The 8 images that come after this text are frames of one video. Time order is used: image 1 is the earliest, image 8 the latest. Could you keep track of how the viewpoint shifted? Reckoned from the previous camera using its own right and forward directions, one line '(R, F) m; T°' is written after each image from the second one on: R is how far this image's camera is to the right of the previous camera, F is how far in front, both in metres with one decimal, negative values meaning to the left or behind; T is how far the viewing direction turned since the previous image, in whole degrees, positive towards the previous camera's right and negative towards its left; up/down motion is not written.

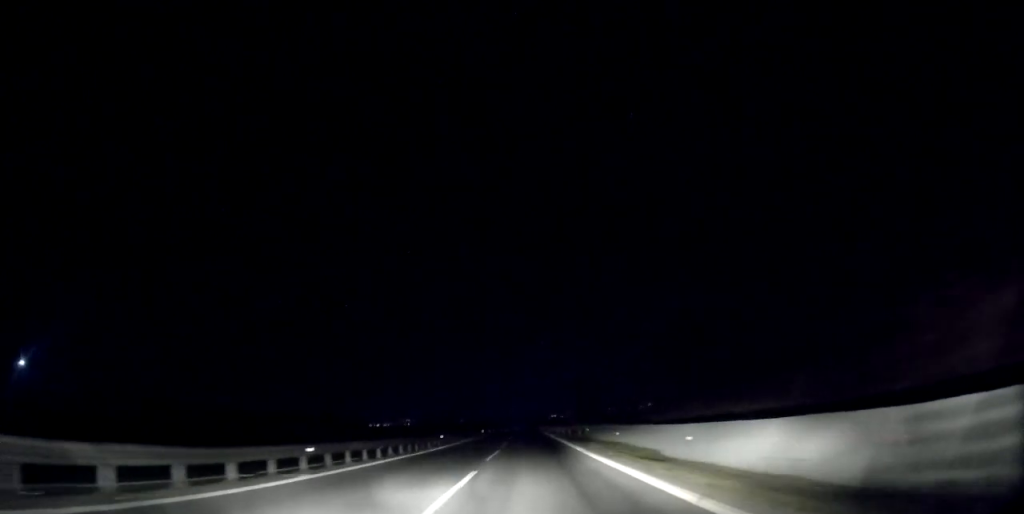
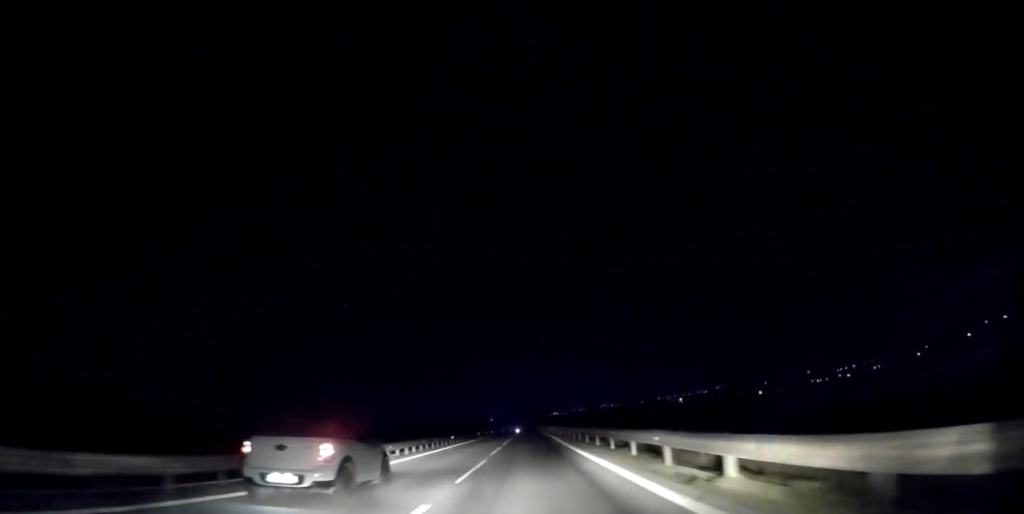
(+0.8, +77.9) m; +1°
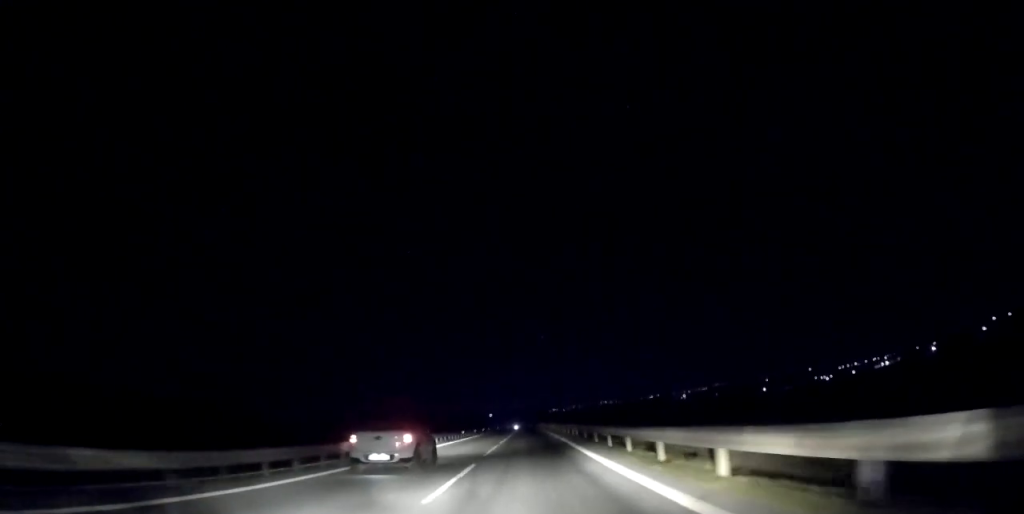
(0.0, +15.8) m; 0°
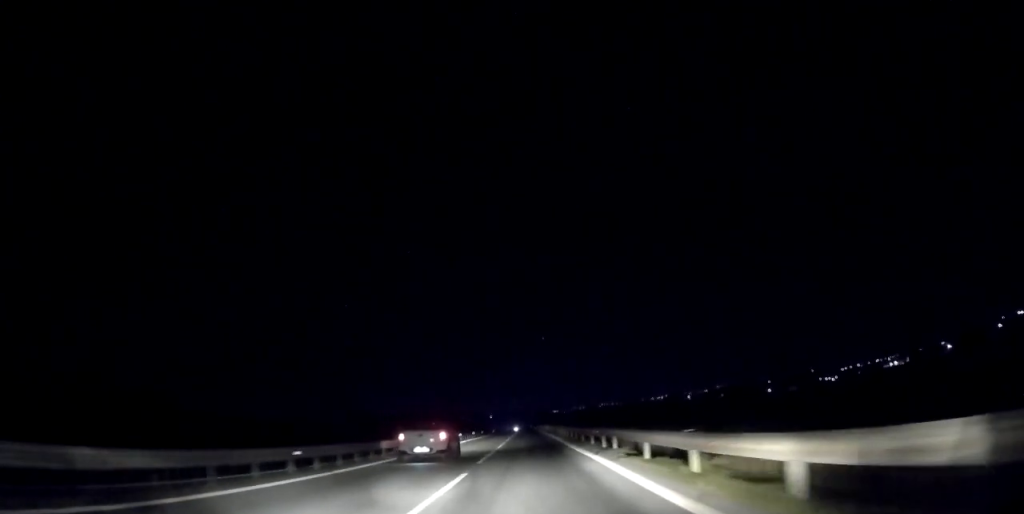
(-0.3, +14.9) m; -1°
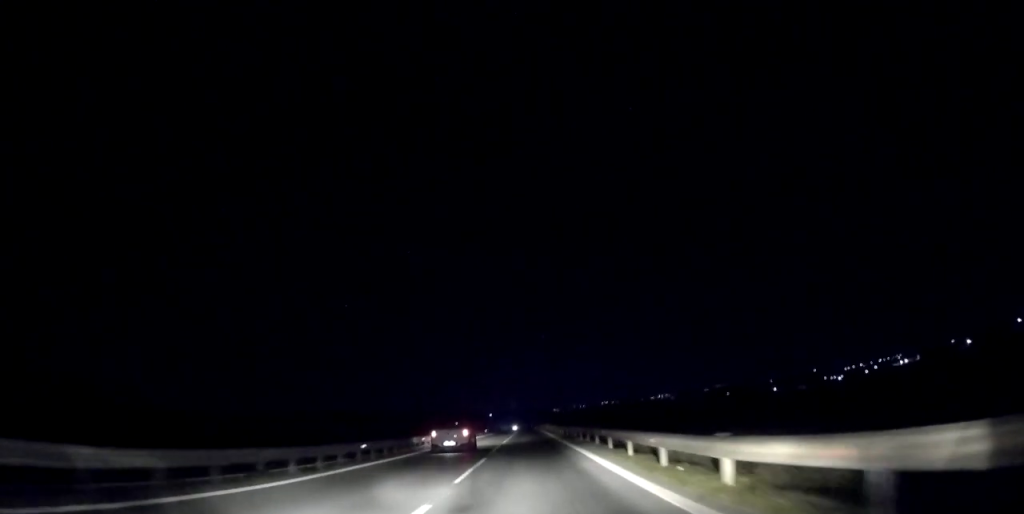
(0.0, +17.7) m; 0°
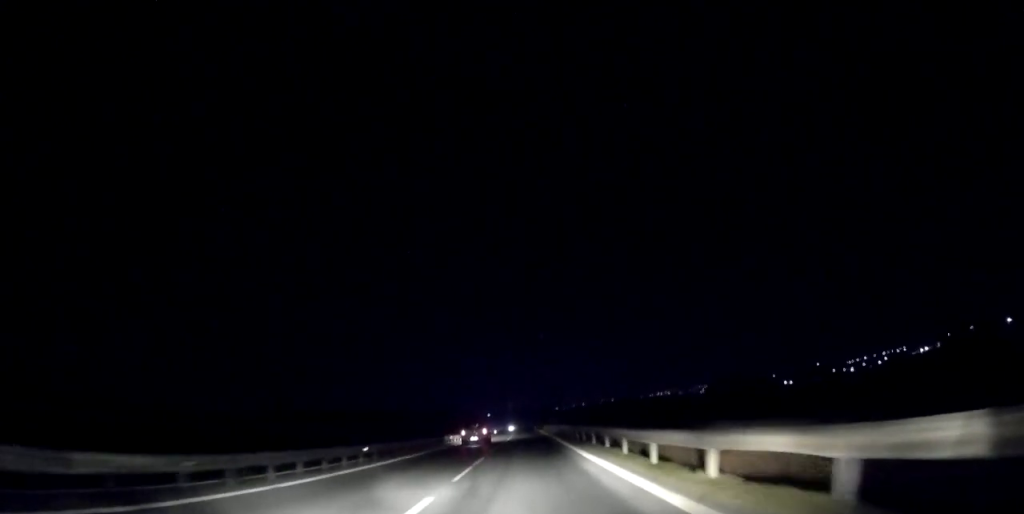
(0.0, +35.0) m; 0°
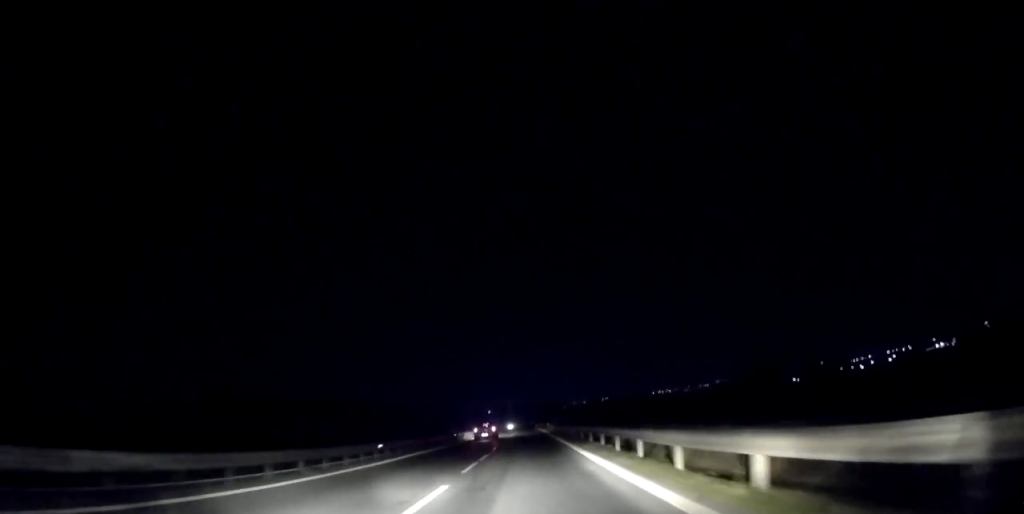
(0.0, +22.0) m; 0°
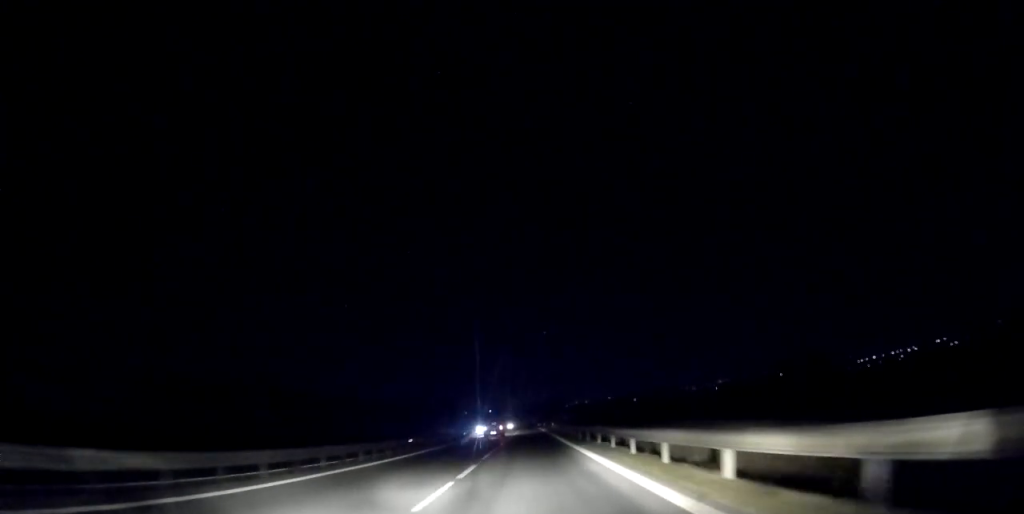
(0.0, +18.4) m; 0°
